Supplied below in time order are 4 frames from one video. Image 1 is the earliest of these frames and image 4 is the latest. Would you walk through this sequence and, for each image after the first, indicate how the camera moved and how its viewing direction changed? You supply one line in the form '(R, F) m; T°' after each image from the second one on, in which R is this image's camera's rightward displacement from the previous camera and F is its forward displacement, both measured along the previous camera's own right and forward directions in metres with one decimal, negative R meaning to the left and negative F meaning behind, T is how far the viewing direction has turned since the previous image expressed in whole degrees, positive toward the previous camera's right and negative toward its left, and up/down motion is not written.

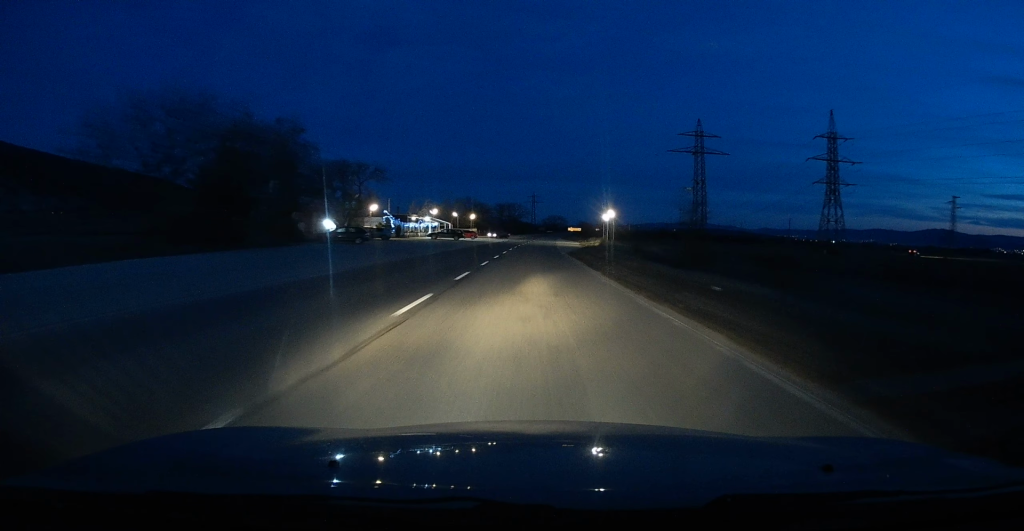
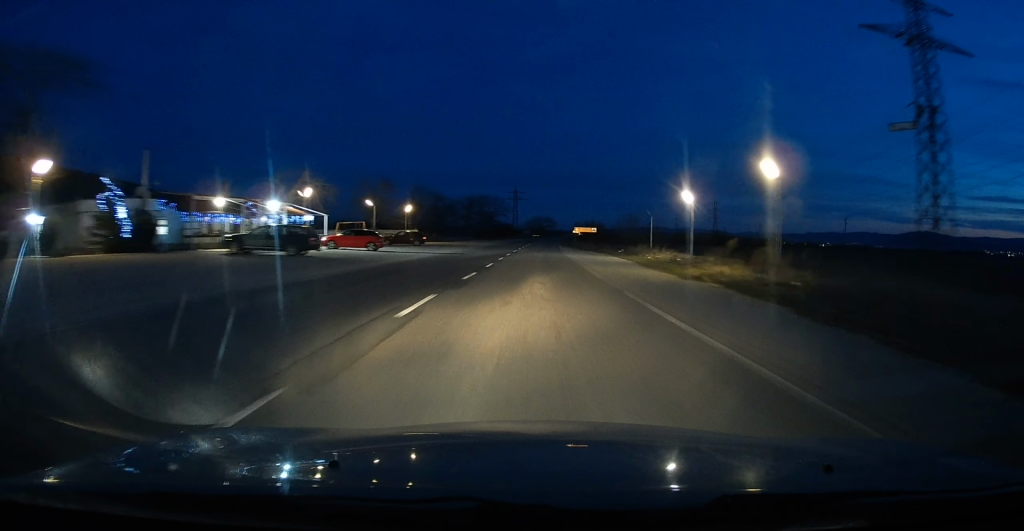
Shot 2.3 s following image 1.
(+0.4, +53.8) m; +1°
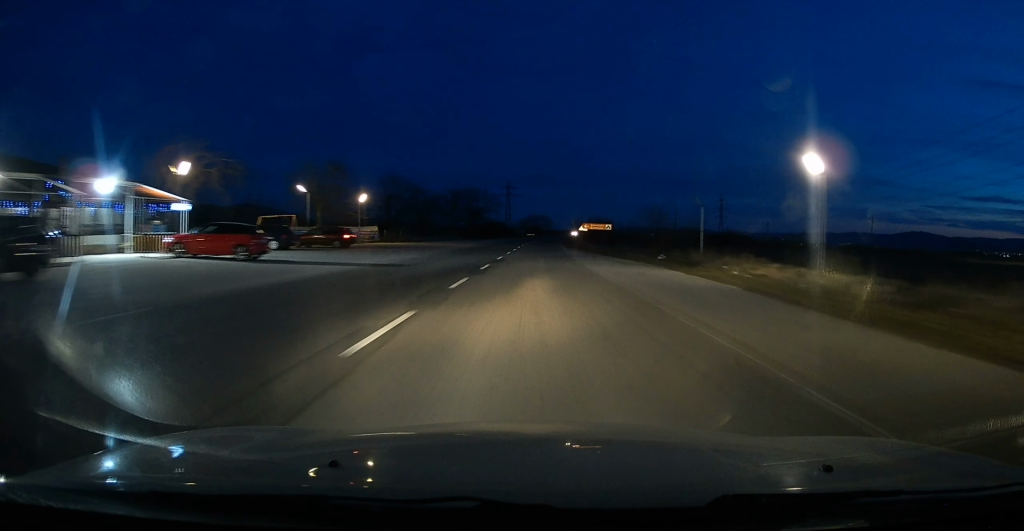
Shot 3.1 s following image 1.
(0.0, +18.1) m; 0°
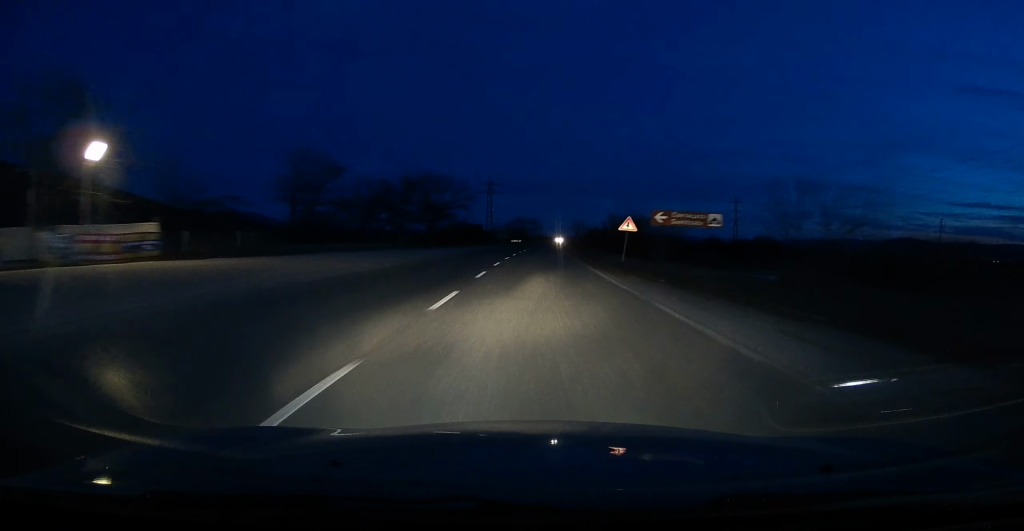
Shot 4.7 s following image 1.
(+0.3, +34.9) m; +1°
